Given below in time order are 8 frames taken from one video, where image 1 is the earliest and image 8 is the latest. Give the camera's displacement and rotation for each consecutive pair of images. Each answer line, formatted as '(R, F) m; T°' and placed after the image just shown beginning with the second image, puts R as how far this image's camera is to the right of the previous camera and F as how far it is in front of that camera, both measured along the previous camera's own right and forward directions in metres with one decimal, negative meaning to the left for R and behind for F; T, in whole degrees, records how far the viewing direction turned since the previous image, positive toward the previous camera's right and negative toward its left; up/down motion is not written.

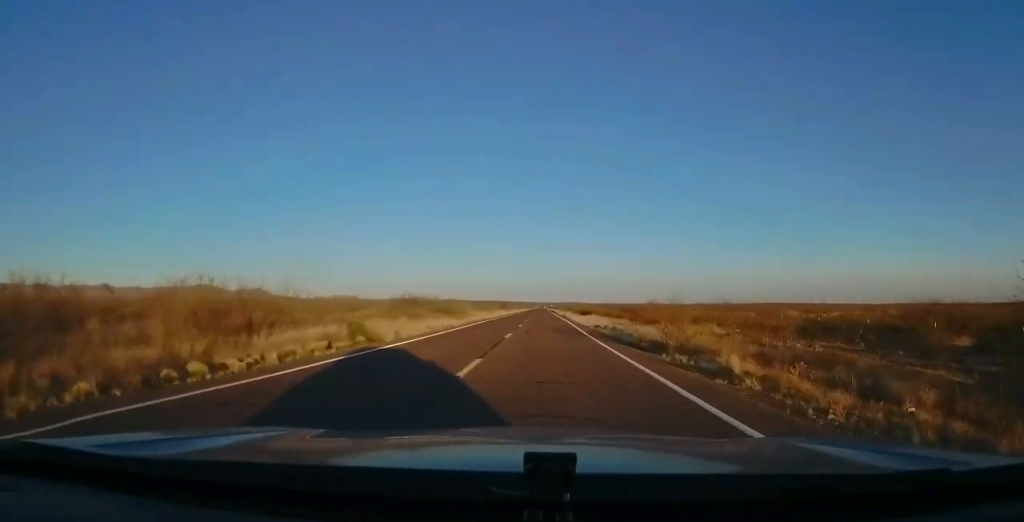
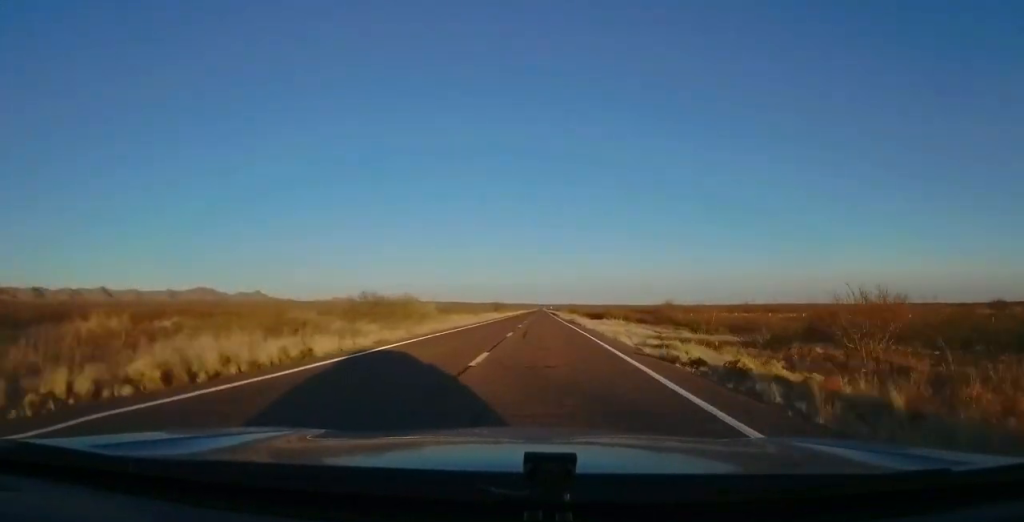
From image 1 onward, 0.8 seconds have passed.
(-0.4, +22.6) m; 0°
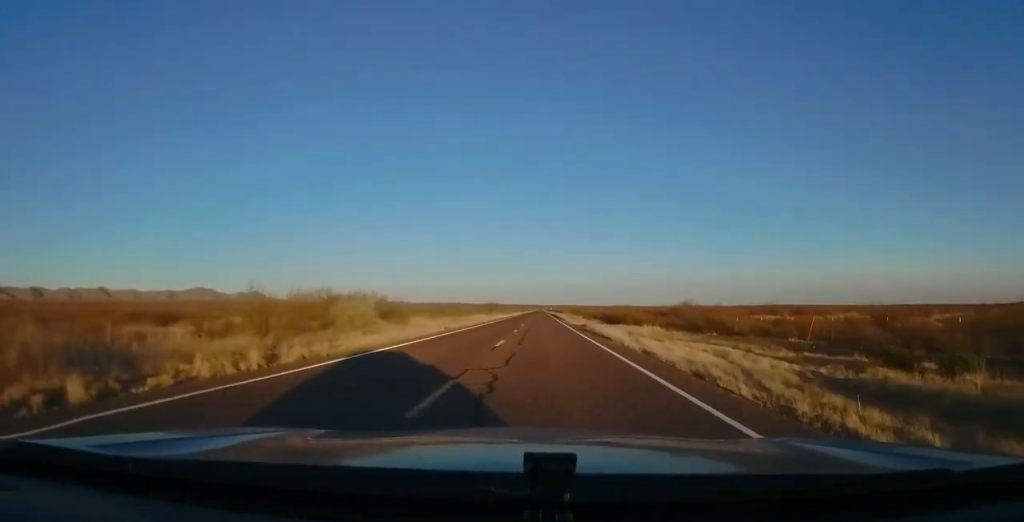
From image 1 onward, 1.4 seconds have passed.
(+0.1, +17.6) m; 0°
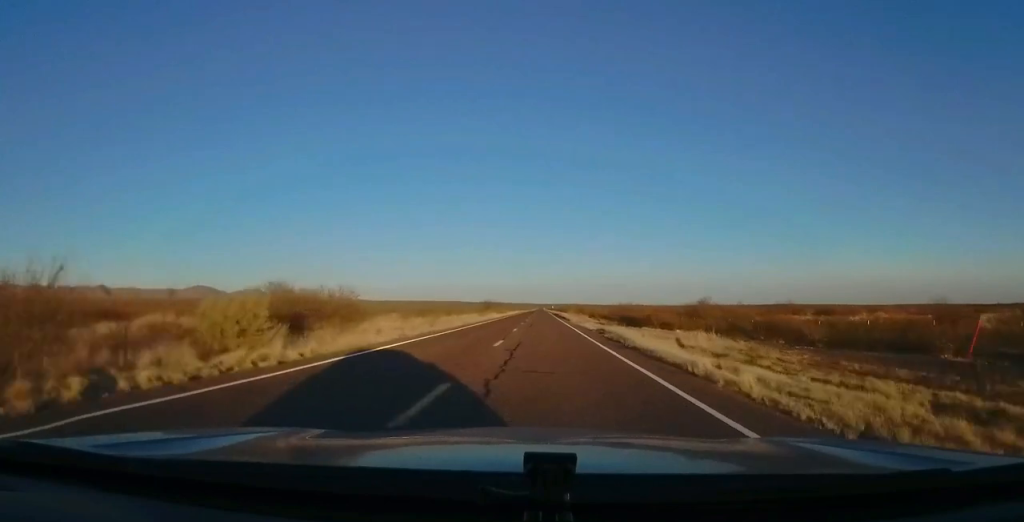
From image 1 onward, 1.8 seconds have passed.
(+0.1, +12.8) m; +1°
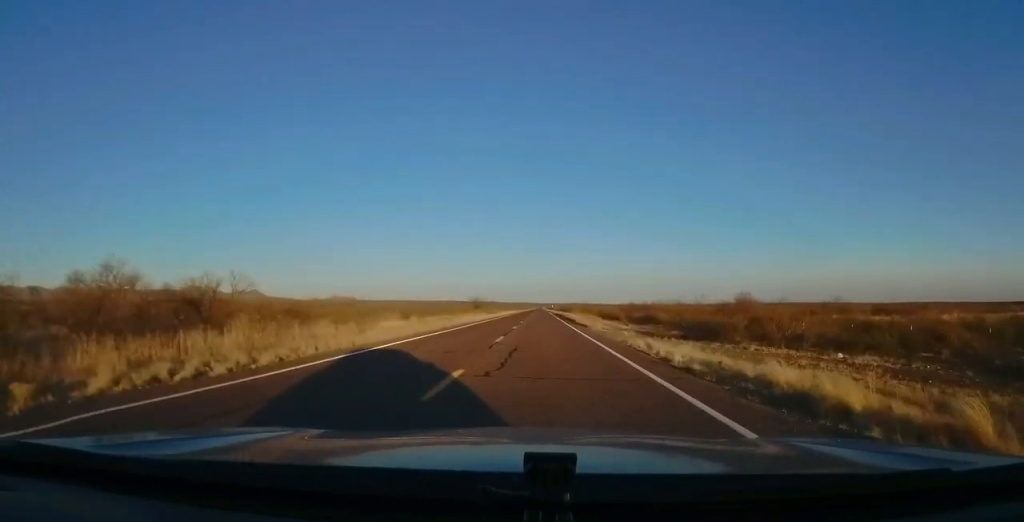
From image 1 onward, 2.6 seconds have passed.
(+0.1, +22.5) m; +1°
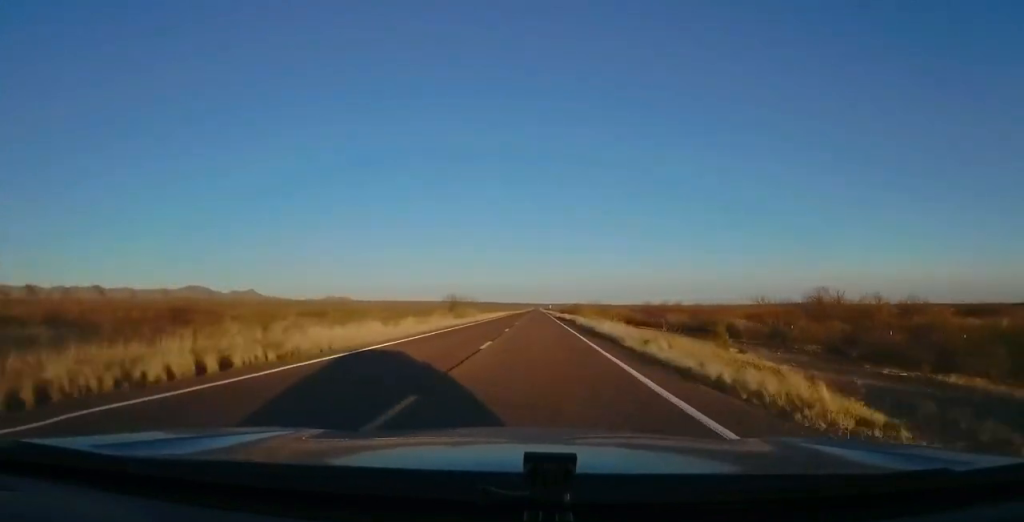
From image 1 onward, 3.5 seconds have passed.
(+0.3, +27.4) m; 0°
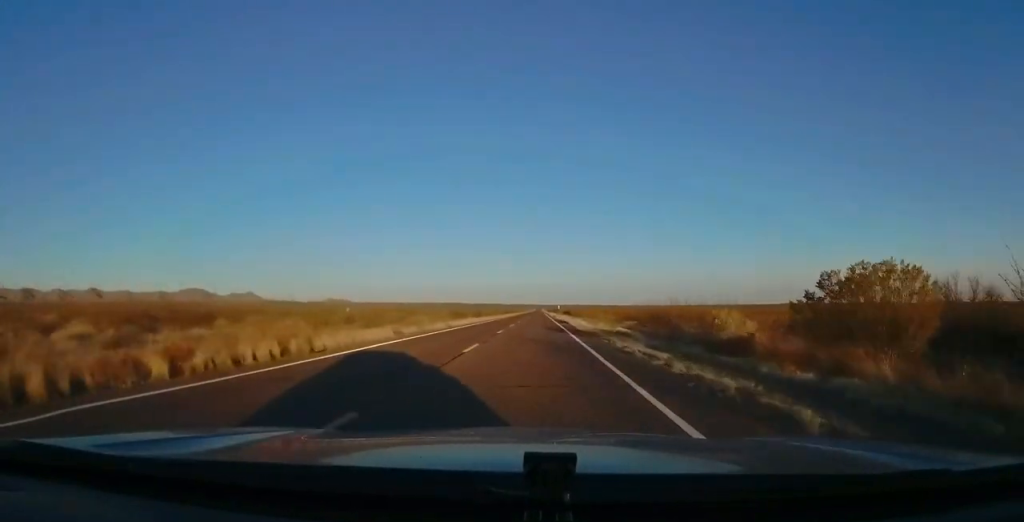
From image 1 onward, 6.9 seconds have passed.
(-1.3, +98.8) m; -1°
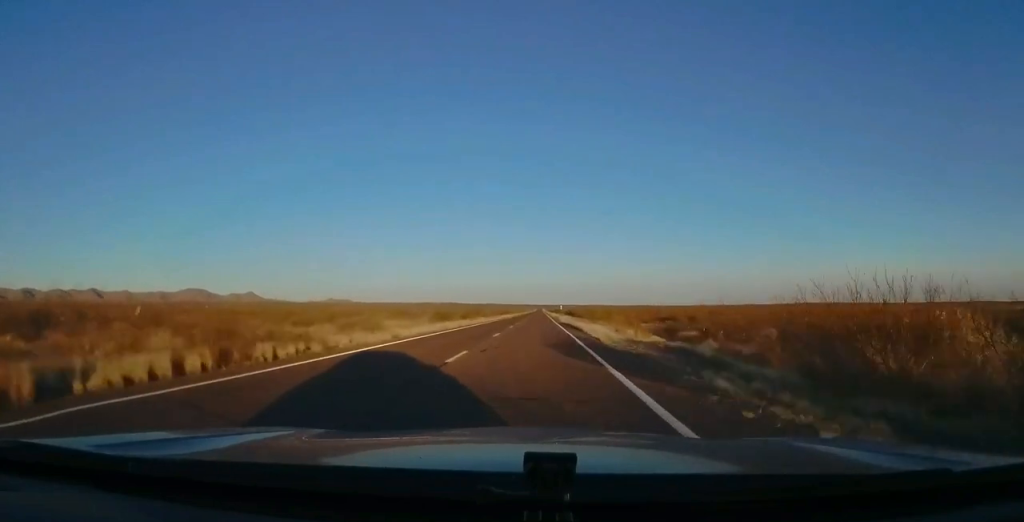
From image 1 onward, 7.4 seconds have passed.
(0.0, +14.7) m; 0°
